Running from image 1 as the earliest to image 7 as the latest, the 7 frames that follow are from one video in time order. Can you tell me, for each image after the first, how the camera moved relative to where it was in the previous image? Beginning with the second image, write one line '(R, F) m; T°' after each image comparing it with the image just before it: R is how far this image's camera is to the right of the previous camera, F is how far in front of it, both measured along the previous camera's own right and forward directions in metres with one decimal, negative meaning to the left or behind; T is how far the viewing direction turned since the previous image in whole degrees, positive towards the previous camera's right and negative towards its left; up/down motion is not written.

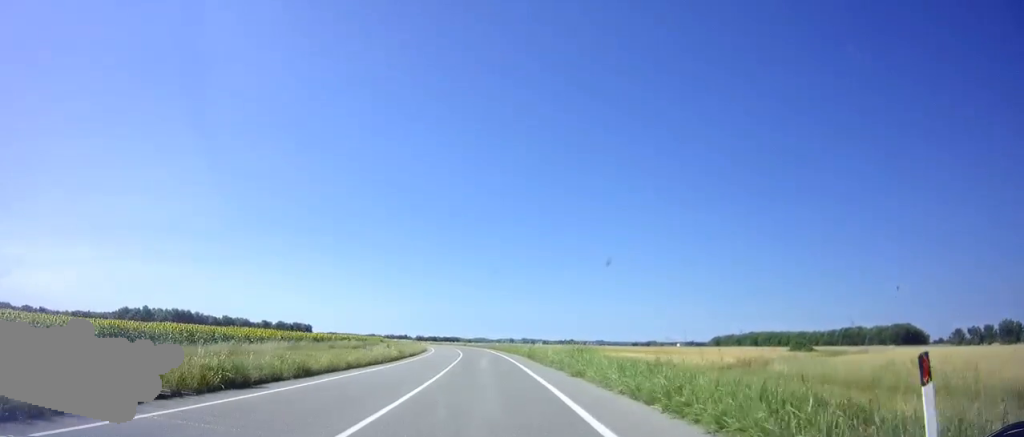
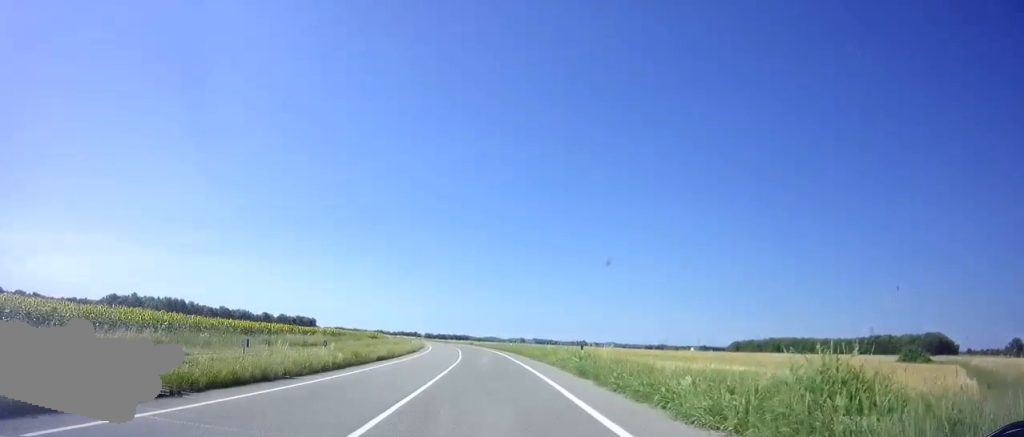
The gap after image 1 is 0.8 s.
(-0.2, +17.1) m; -1°
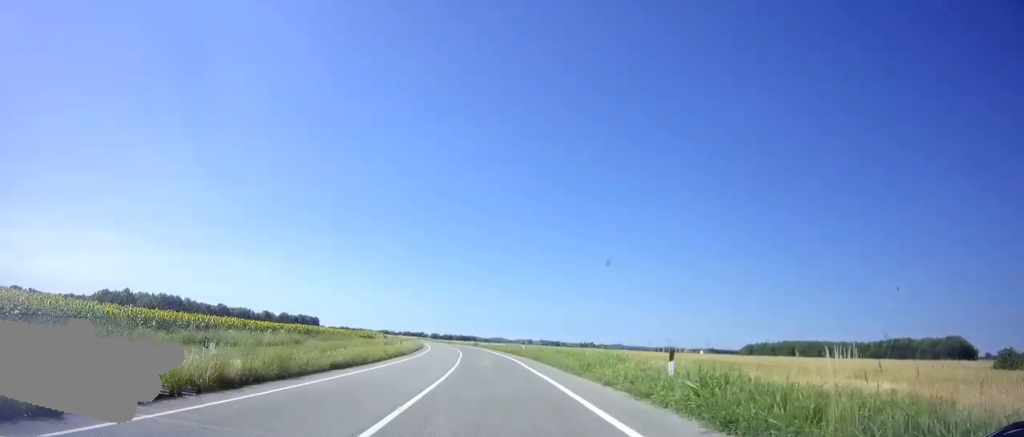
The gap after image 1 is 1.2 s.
(0.0, +10.4) m; -1°
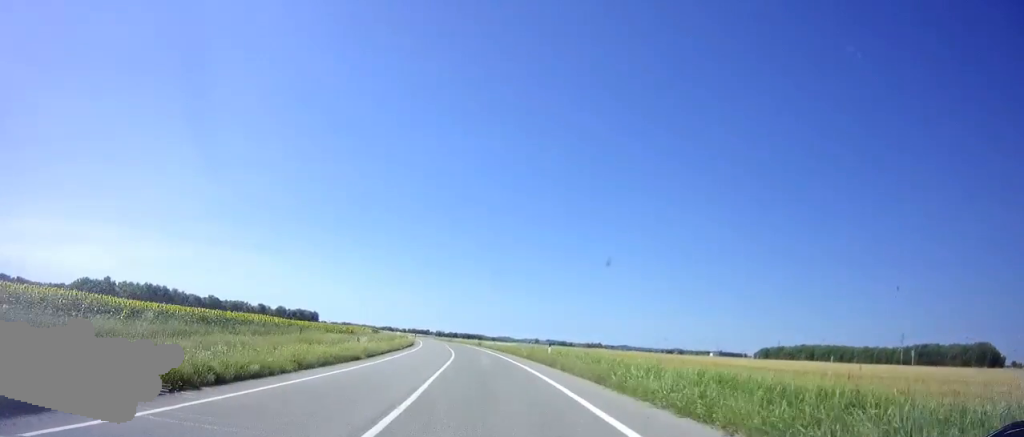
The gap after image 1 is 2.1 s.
(-0.1, +18.5) m; -1°
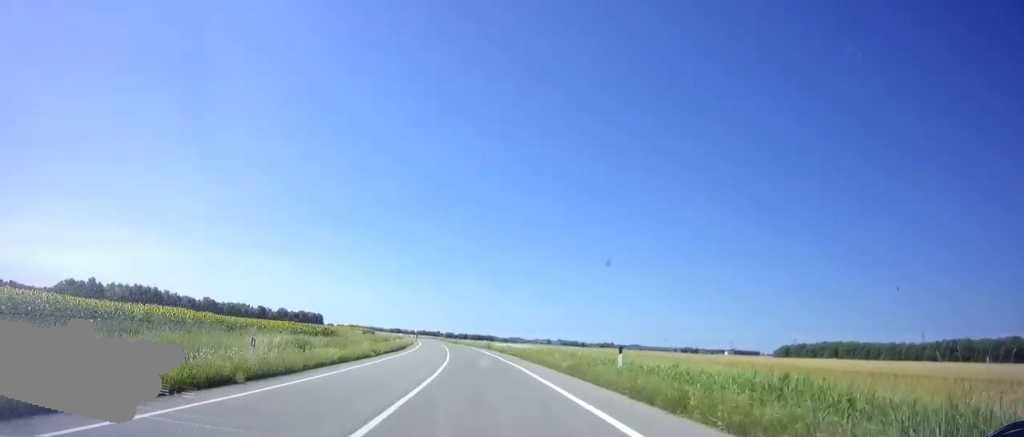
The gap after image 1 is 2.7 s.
(-0.2, +14.0) m; -1°
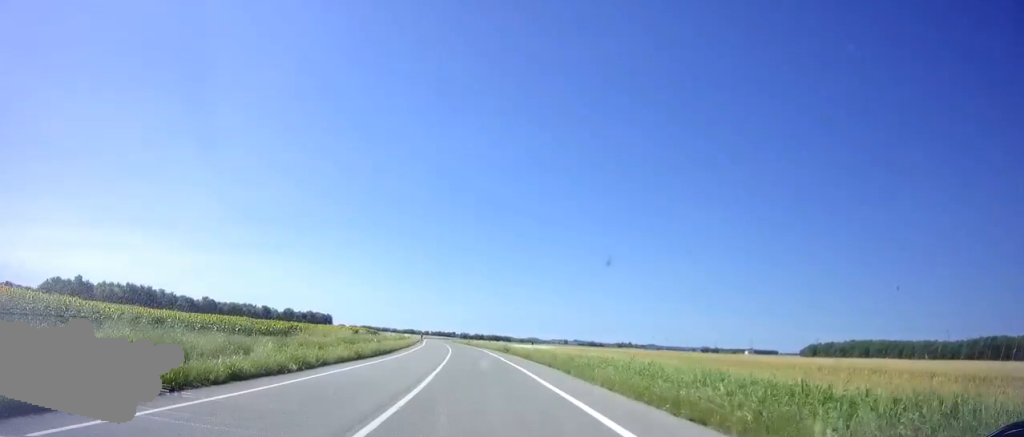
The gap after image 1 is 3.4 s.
(-0.2, +15.5) m; -2°
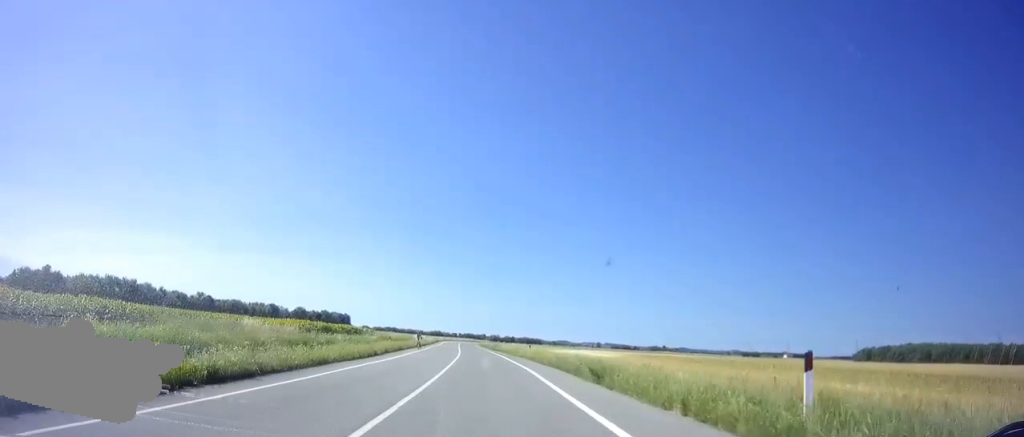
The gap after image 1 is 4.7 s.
(-0.8, +29.8) m; -3°
